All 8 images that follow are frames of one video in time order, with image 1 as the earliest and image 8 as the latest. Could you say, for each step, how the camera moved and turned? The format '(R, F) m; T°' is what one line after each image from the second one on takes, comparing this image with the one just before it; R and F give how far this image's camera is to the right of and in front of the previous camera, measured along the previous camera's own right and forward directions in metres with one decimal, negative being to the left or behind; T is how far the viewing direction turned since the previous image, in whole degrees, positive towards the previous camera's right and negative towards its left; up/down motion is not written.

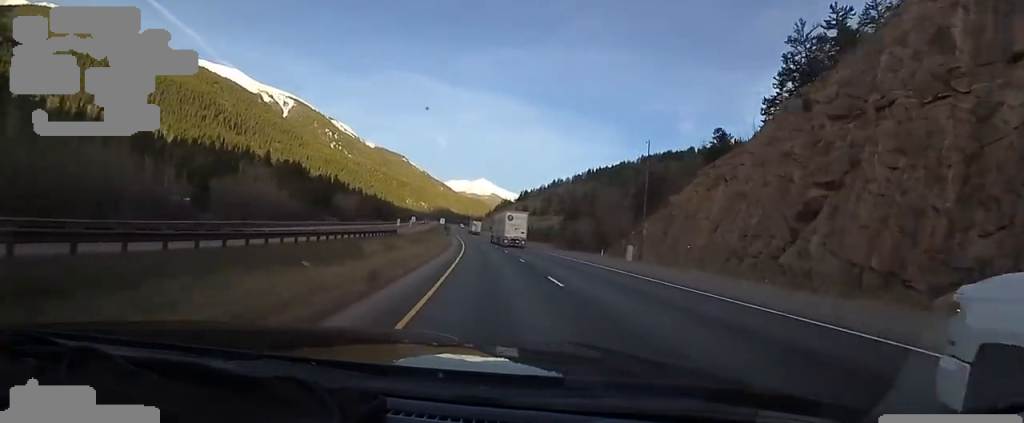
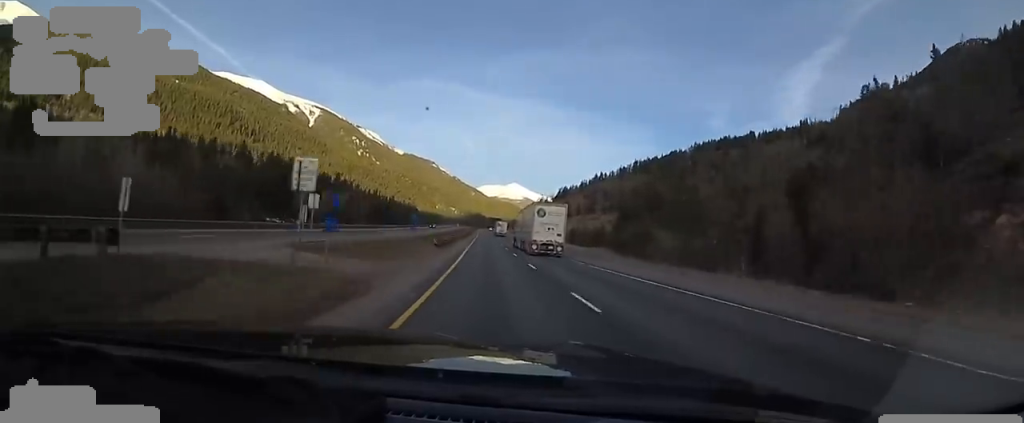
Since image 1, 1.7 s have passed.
(-2.0, +52.8) m; -5°
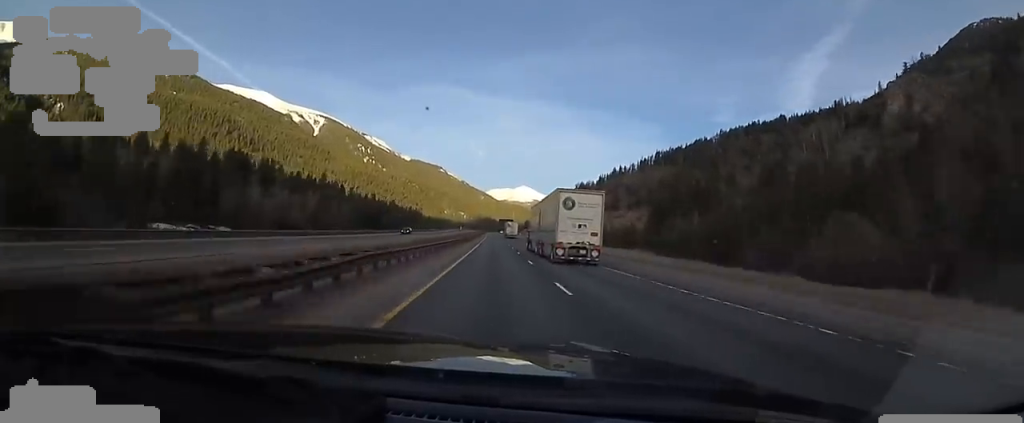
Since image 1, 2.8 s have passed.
(-0.6, +33.0) m; -1°
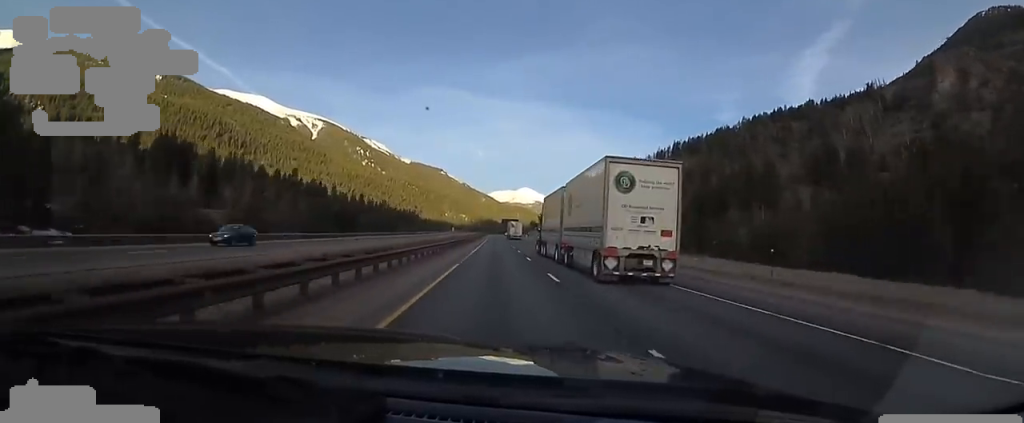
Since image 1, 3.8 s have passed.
(-0.1, +32.8) m; 0°
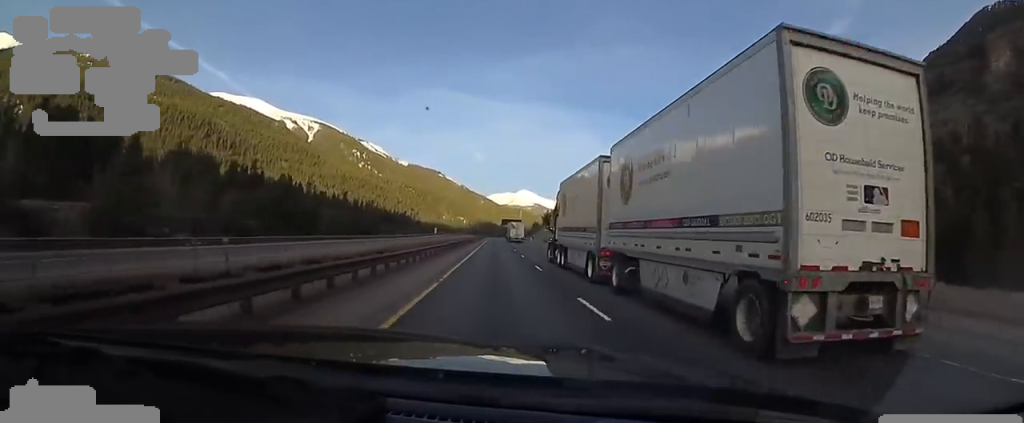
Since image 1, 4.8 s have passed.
(-0.1, +30.7) m; 0°
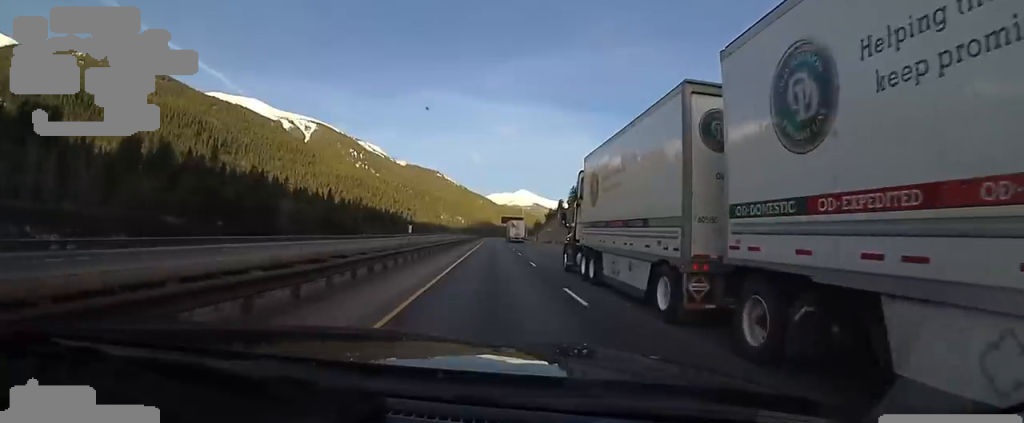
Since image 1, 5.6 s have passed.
(+0.1, +22.5) m; 0°
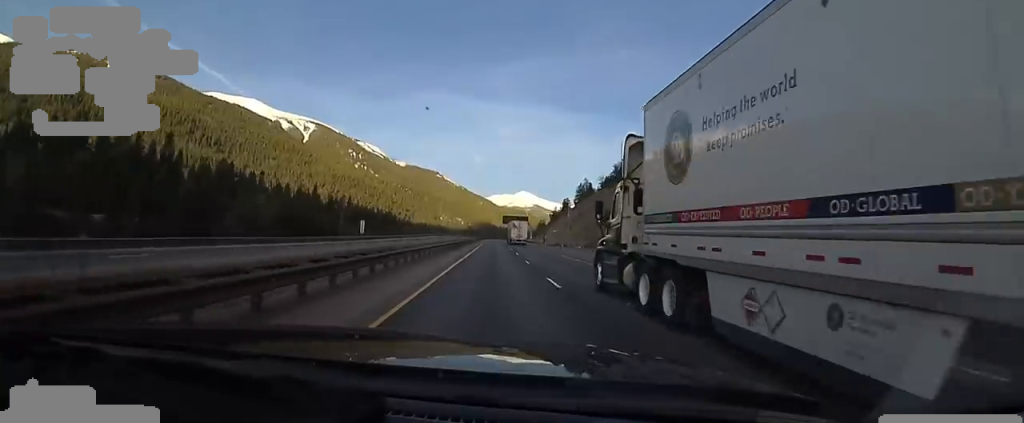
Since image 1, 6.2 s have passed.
(+0.1, +20.5) m; 0°
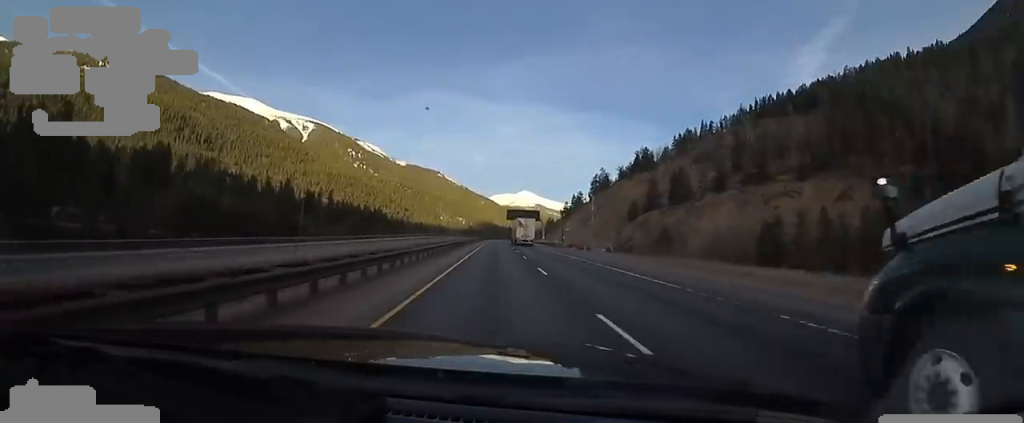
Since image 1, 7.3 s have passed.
(-0.3, +31.7) m; -1°
